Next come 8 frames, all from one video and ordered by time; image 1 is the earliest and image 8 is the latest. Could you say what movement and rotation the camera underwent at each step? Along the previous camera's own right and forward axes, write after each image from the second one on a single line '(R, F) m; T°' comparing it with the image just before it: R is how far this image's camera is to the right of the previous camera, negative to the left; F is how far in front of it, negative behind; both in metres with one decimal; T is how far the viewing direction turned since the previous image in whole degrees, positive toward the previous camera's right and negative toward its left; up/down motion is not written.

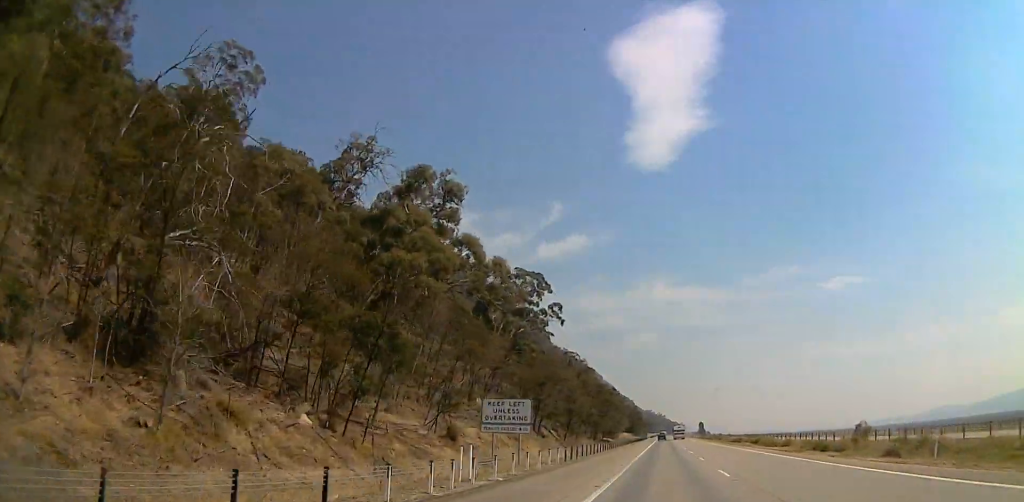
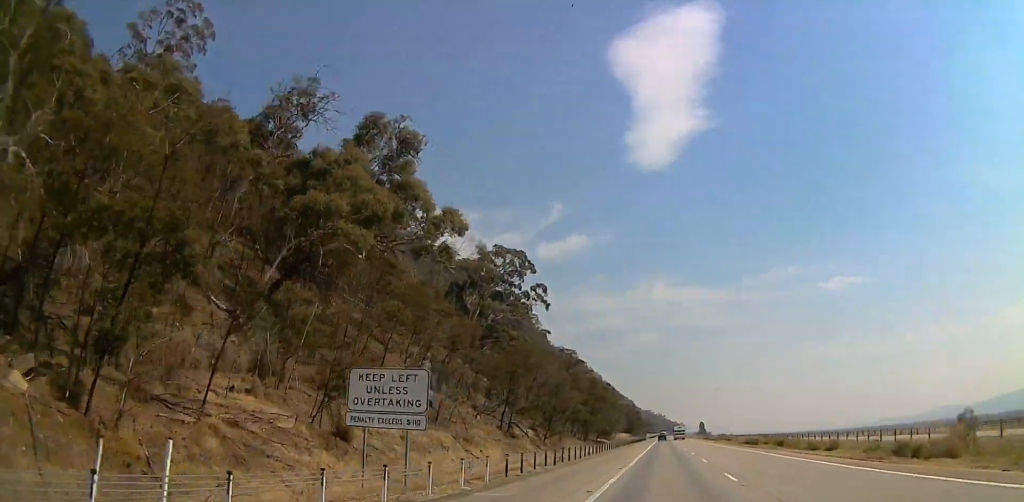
(0.0, +15.7) m; 0°
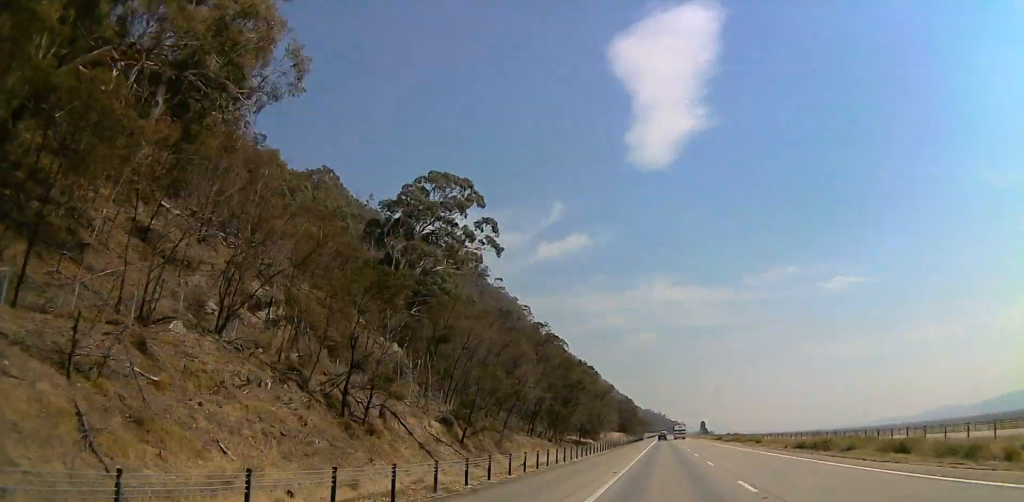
(0.0, +31.2) m; 0°
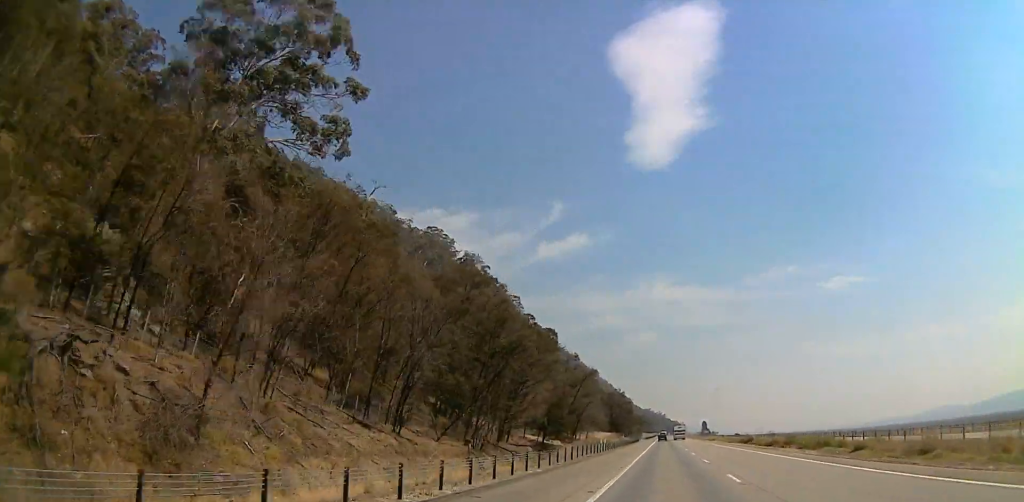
(0.0, +38.9) m; 0°
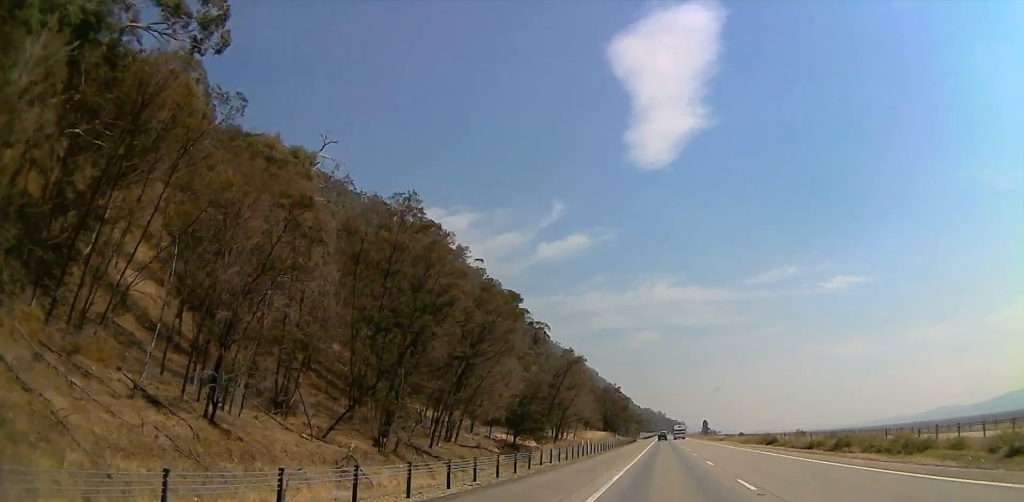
(0.0, +17.6) m; 0°
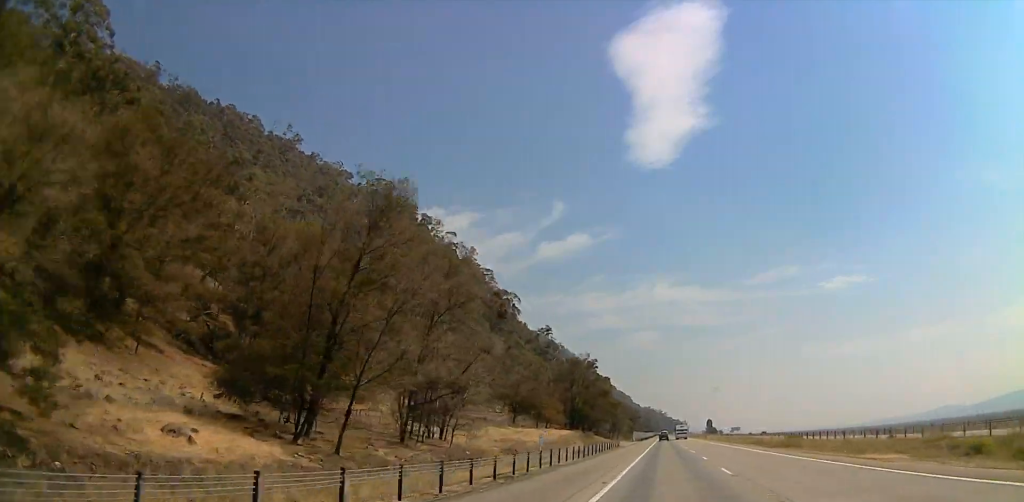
(0.0, +60.3) m; 0°
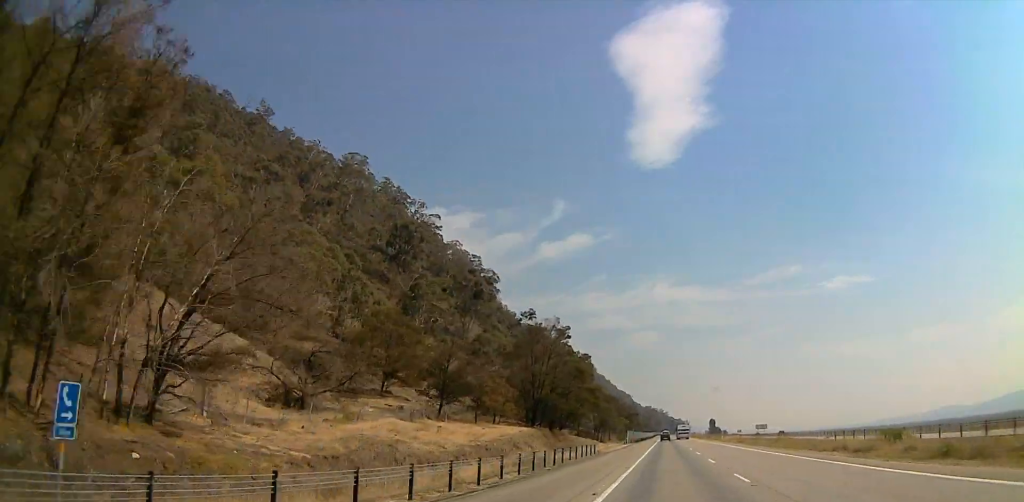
(0.0, +28.5) m; 0°
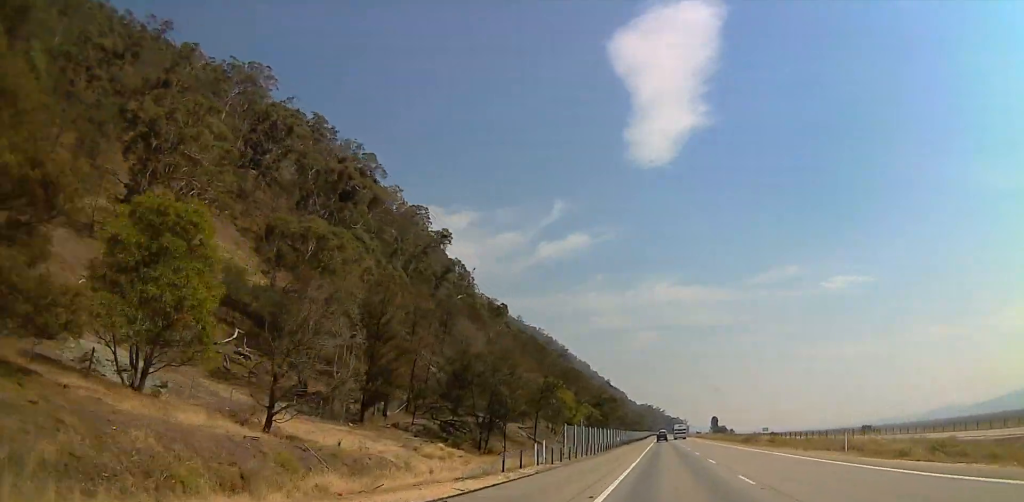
(0.0, +68.9) m; 0°
